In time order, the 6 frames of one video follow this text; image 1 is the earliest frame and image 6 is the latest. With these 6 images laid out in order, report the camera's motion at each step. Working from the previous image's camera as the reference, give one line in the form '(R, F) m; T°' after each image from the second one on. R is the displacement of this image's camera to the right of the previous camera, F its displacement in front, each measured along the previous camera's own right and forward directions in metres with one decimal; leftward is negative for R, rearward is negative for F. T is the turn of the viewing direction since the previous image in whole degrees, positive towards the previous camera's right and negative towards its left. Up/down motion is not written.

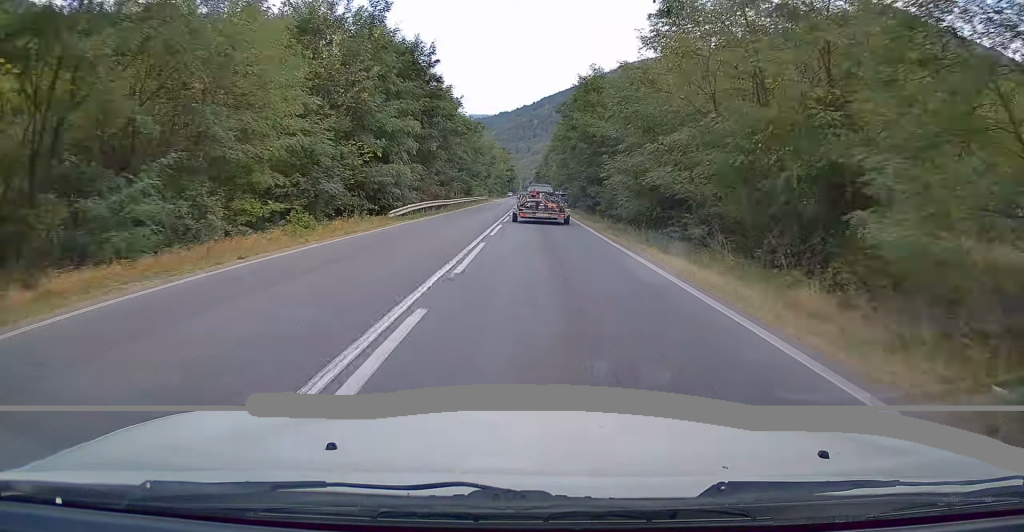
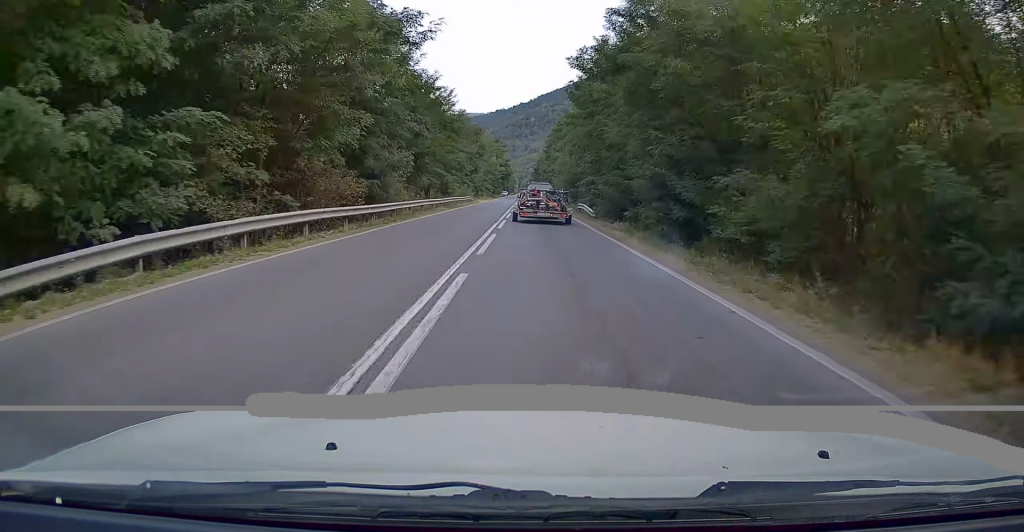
(+0.1, +23.3) m; +1°
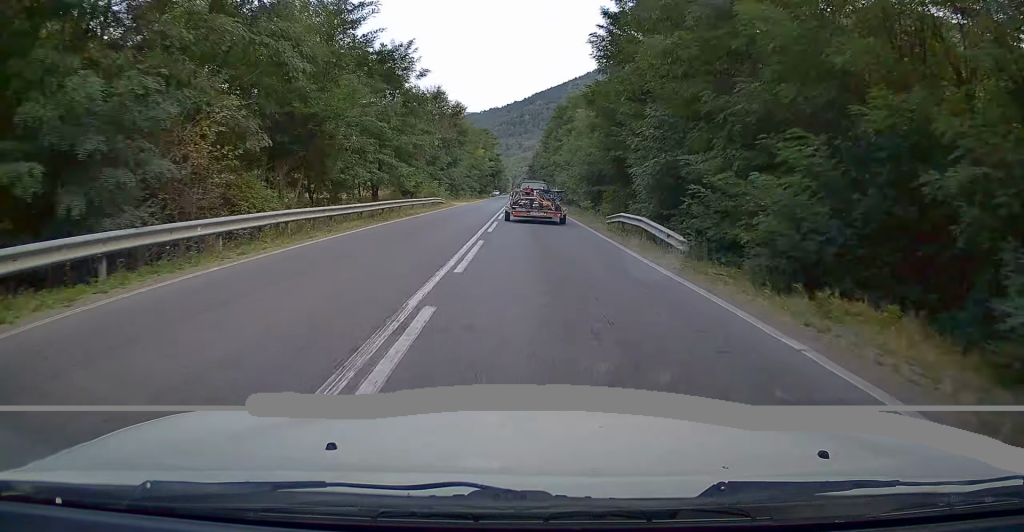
(+0.2, +20.4) m; 0°
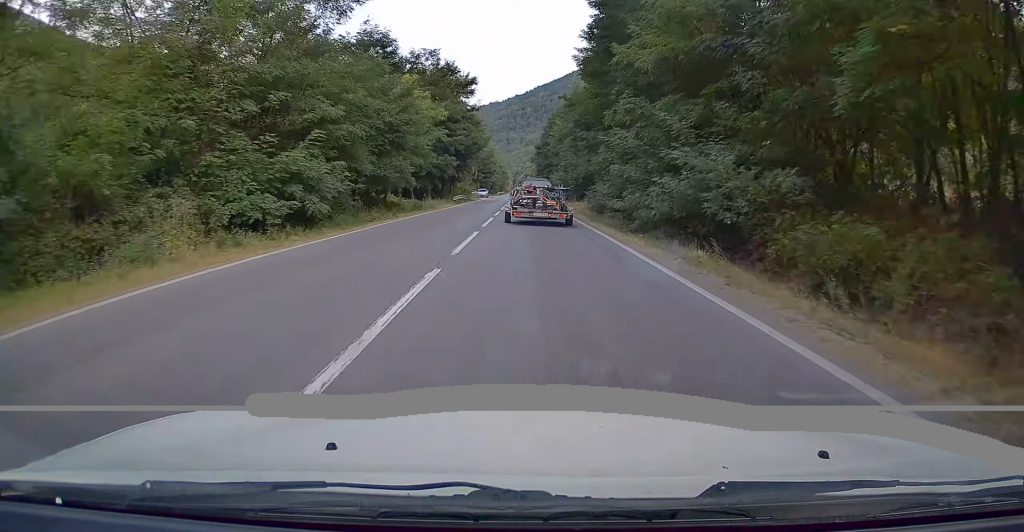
(+0.3, +69.6) m; 0°
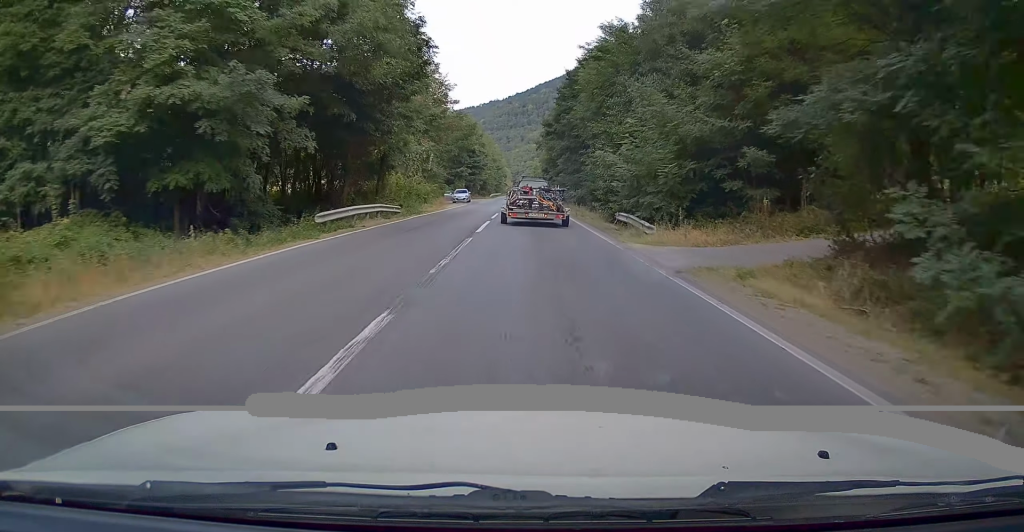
(0.0, +38.8) m; 0°
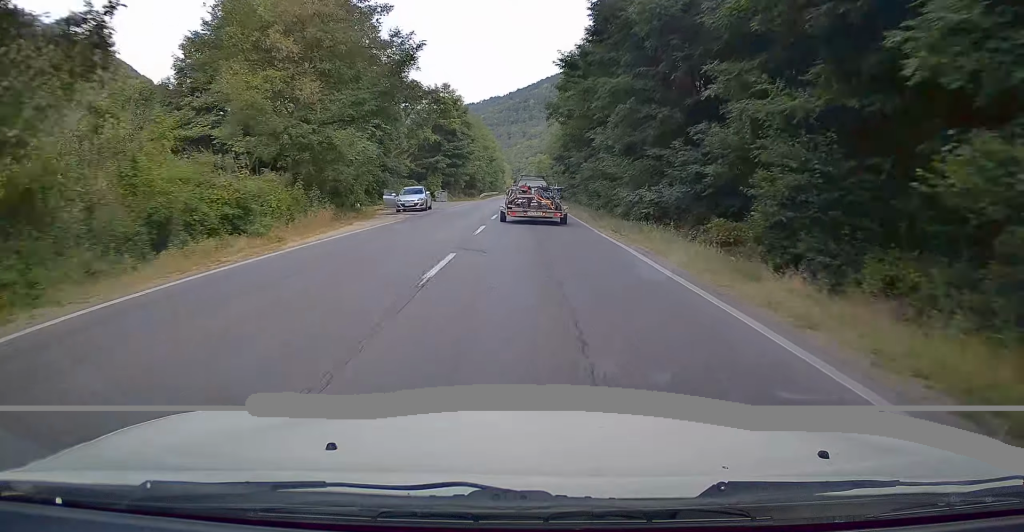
(+0.1, +31.6) m; 0°
